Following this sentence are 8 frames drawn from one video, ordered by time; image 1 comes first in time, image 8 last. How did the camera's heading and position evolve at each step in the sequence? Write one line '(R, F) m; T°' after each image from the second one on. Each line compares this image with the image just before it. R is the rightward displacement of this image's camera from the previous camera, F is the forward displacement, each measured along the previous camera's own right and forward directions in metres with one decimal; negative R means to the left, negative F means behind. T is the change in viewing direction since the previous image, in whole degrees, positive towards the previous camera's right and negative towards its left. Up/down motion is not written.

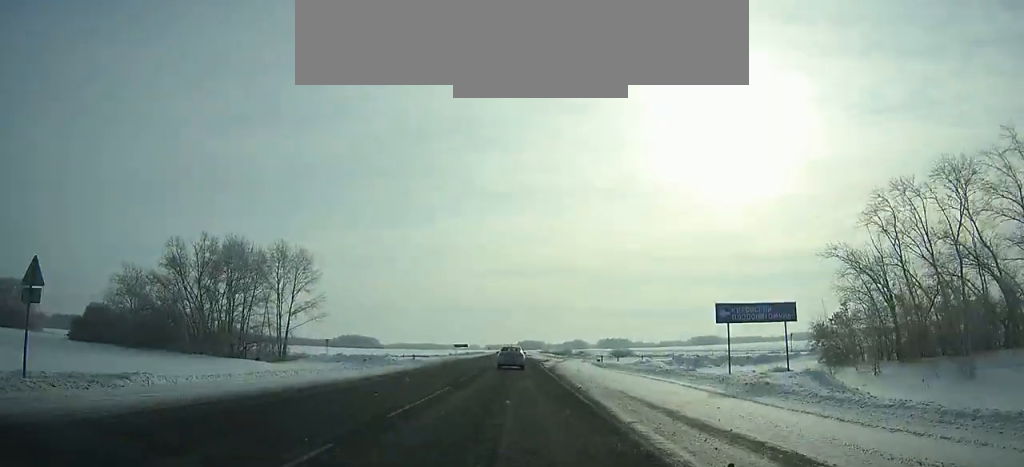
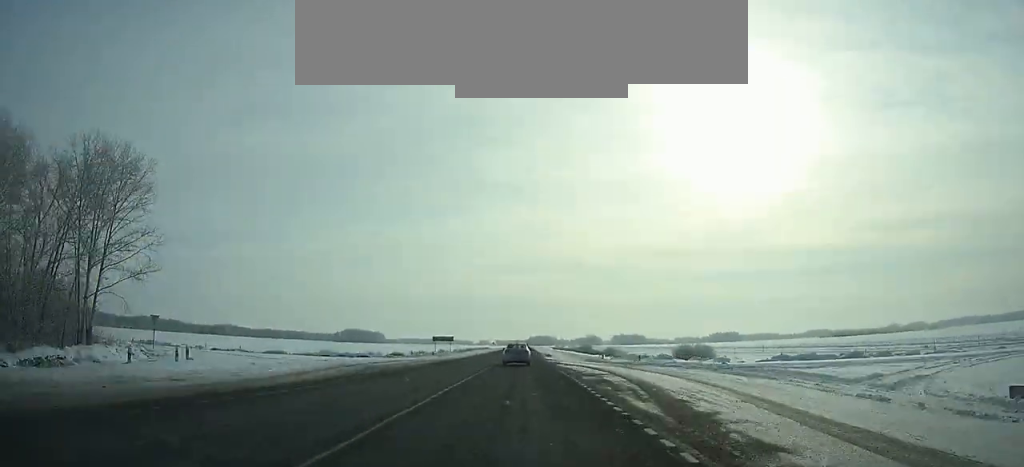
(-0.2, +48.7) m; 0°
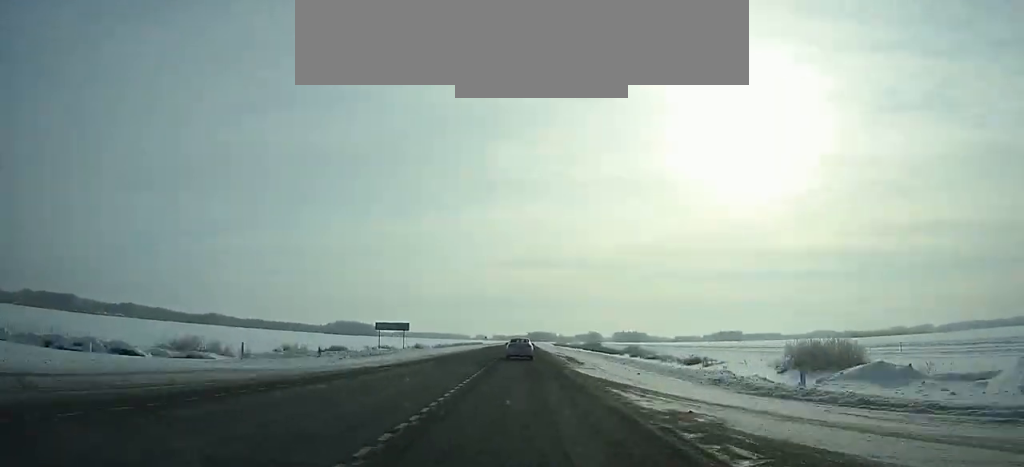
(-0.2, +37.8) m; 0°
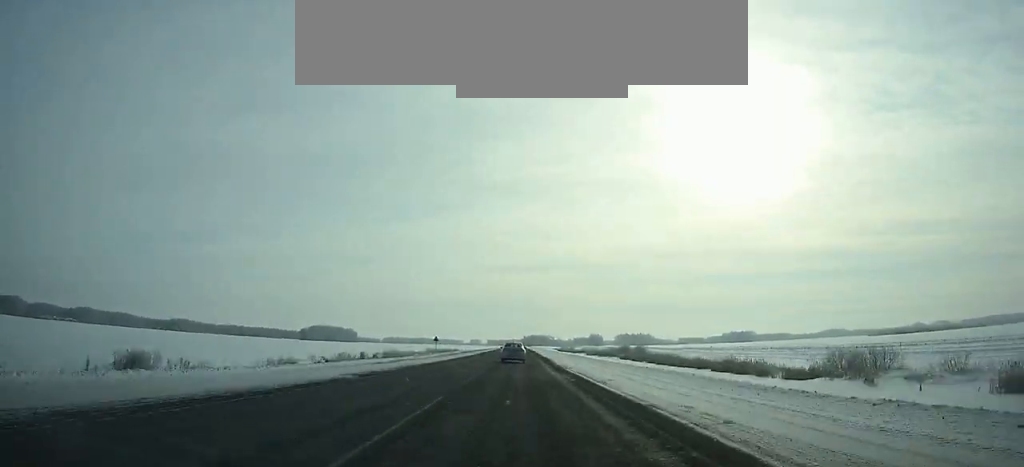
(+0.5, +97.2) m; +1°
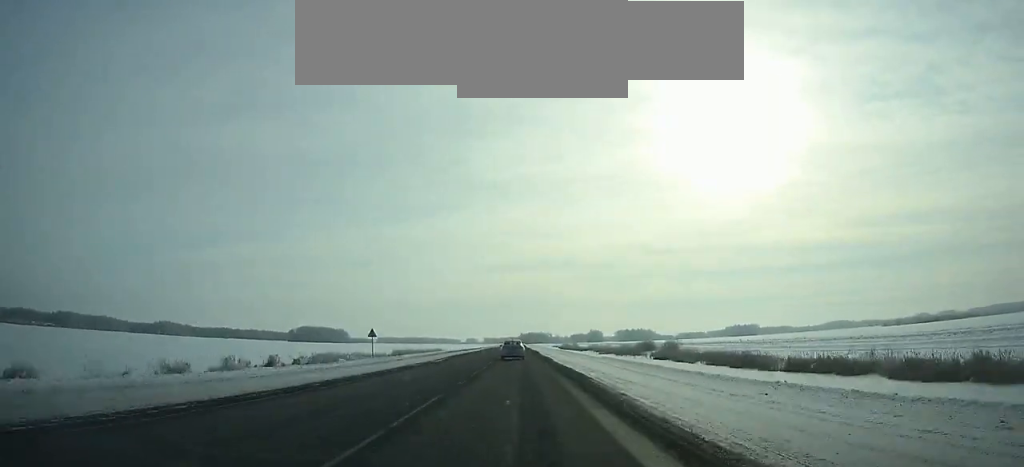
(+0.2, +35.2) m; 0°
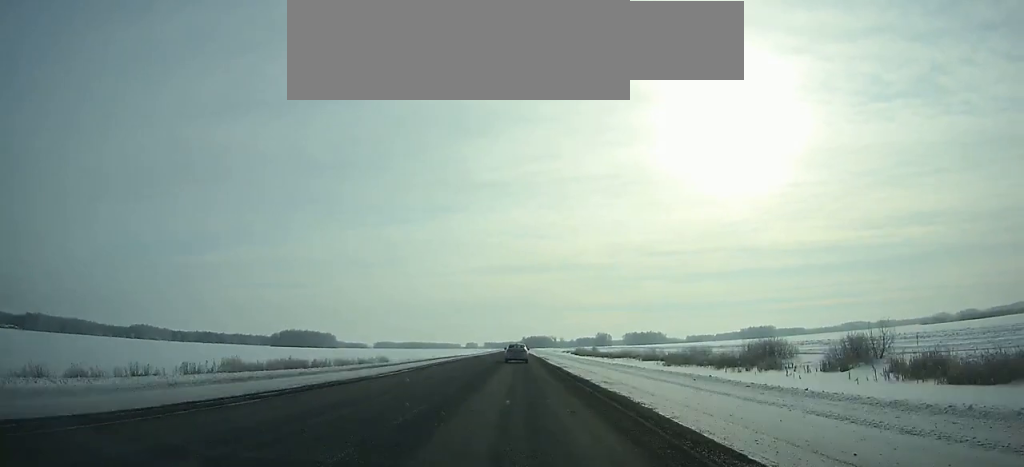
(0.0, +67.9) m; 0°
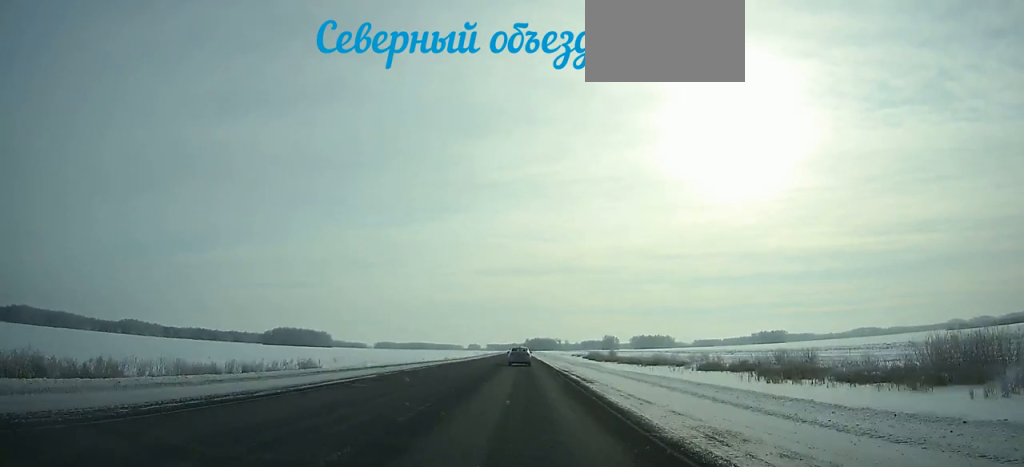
(-0.1, +35.4) m; 0°
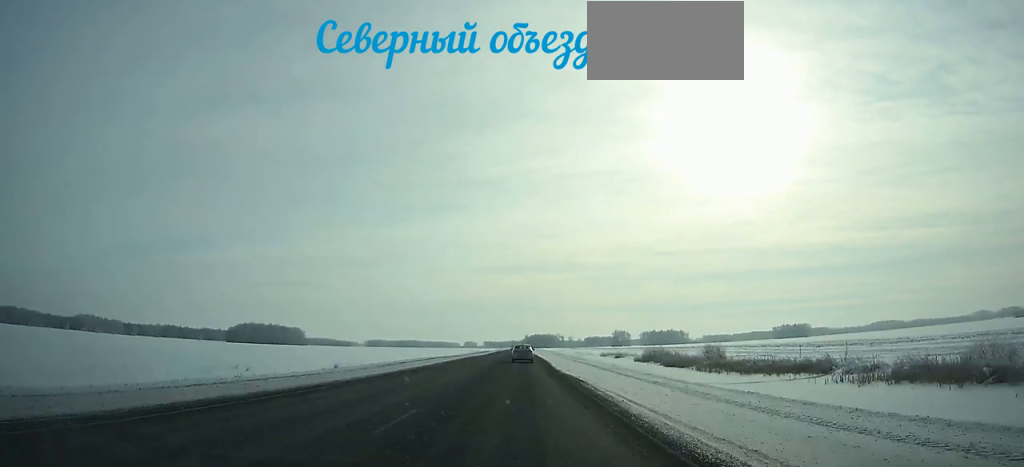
(-0.1, +95.6) m; 0°
